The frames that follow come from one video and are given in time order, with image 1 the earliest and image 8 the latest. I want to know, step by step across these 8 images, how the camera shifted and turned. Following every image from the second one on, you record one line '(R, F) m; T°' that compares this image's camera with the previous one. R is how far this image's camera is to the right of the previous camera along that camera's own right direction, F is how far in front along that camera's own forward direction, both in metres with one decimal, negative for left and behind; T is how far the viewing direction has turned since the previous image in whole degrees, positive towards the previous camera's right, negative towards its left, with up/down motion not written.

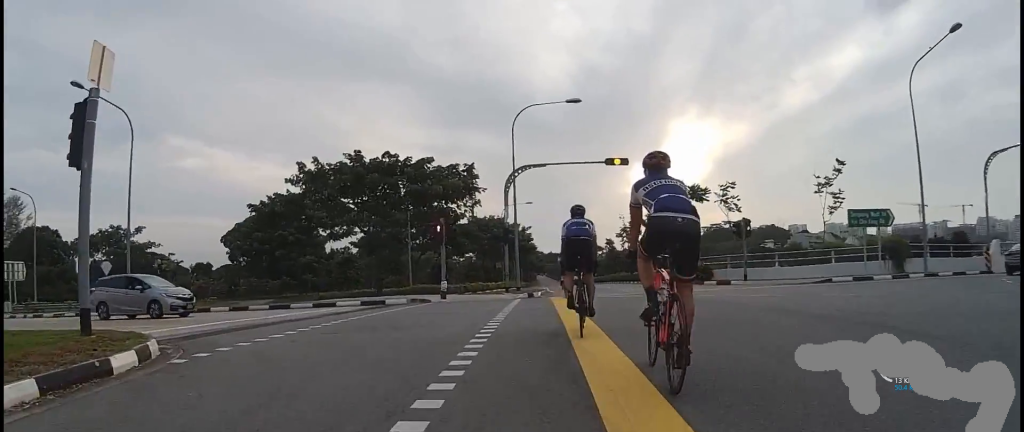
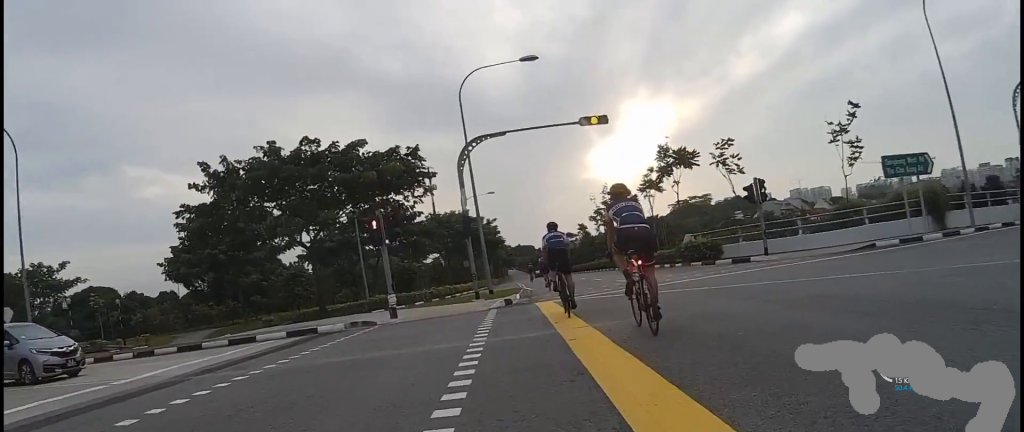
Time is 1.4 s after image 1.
(0.0, +6.8) m; 0°
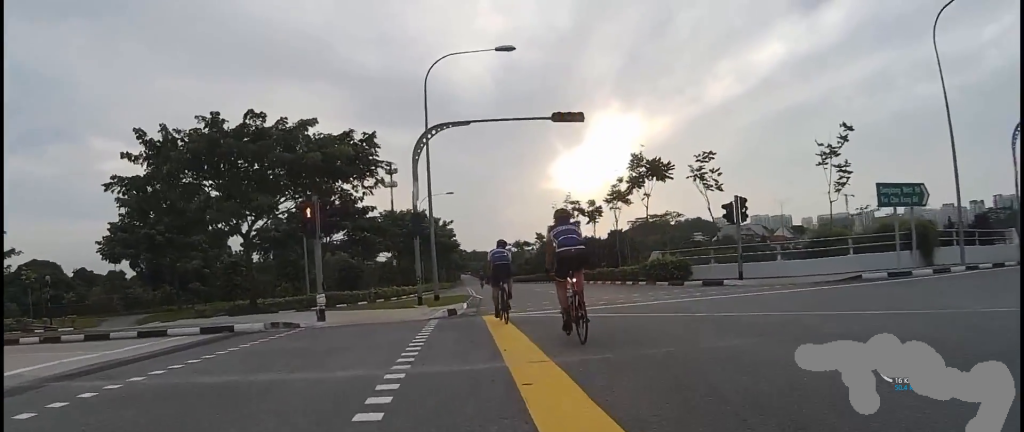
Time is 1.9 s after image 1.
(0.0, +2.5) m; 0°
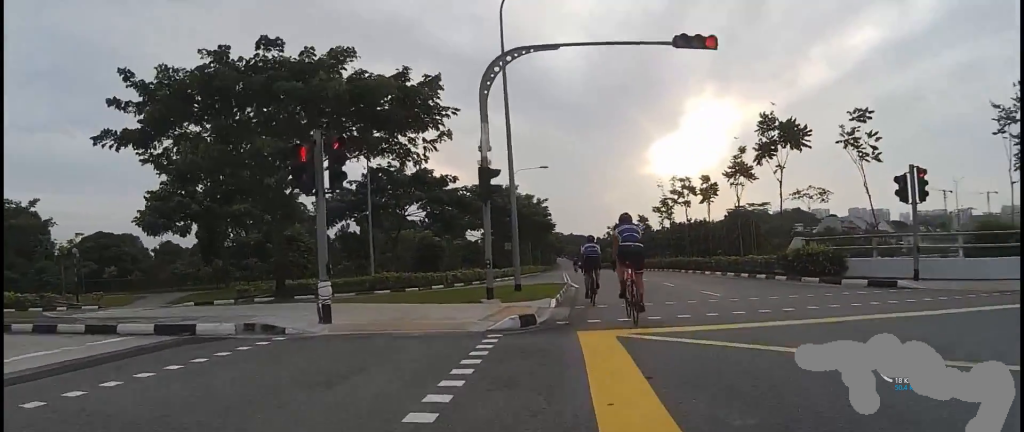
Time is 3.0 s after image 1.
(0.0, +6.6) m; 0°
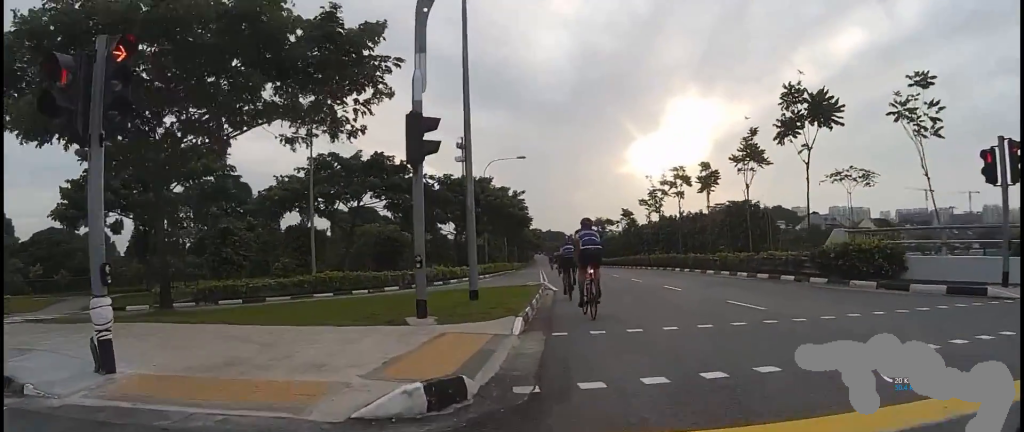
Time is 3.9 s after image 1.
(0.0, +5.4) m; 0°
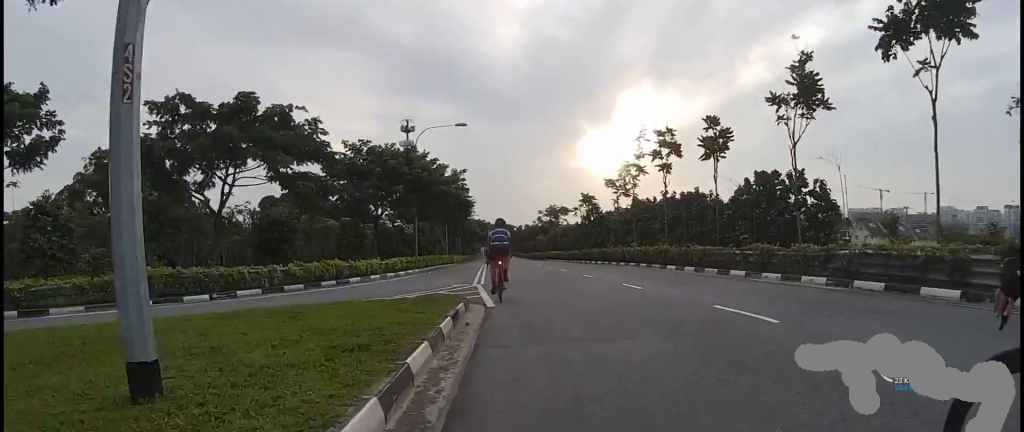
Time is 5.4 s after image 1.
(0.0, +10.2) m; 0°
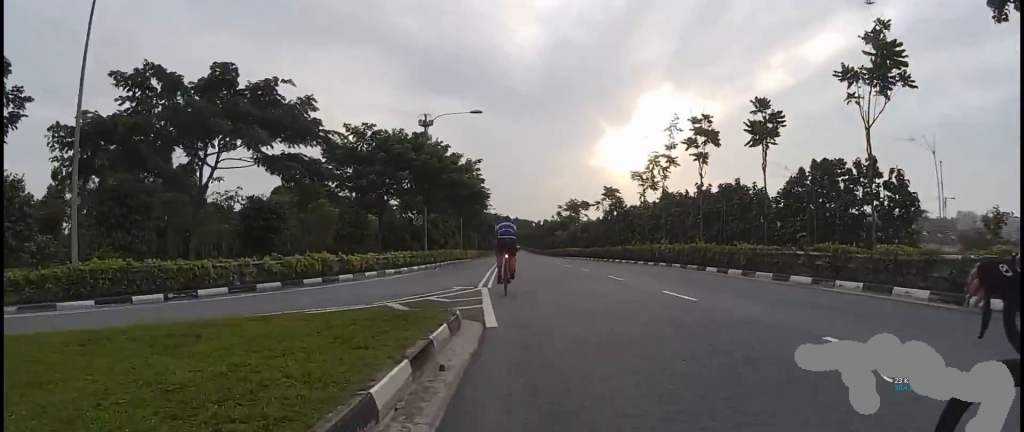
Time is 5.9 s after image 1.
(0.0, +3.2) m; 0°
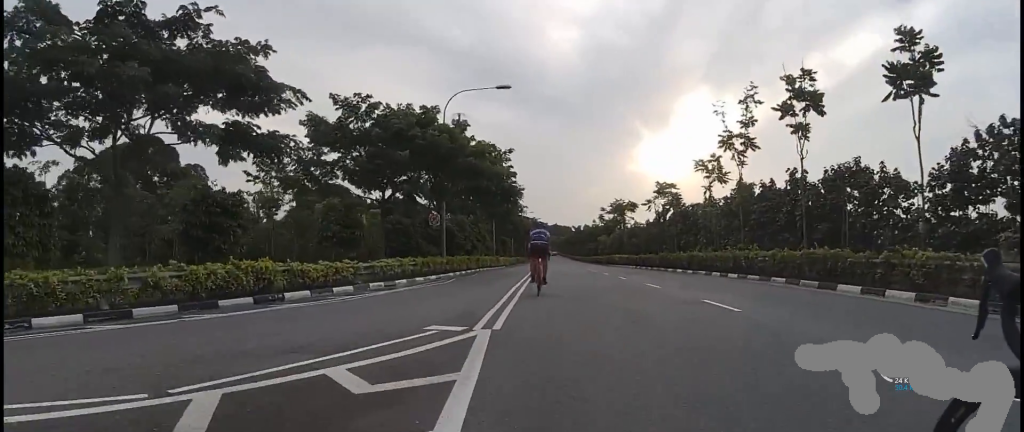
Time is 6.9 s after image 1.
(0.0, +7.4) m; 0°
